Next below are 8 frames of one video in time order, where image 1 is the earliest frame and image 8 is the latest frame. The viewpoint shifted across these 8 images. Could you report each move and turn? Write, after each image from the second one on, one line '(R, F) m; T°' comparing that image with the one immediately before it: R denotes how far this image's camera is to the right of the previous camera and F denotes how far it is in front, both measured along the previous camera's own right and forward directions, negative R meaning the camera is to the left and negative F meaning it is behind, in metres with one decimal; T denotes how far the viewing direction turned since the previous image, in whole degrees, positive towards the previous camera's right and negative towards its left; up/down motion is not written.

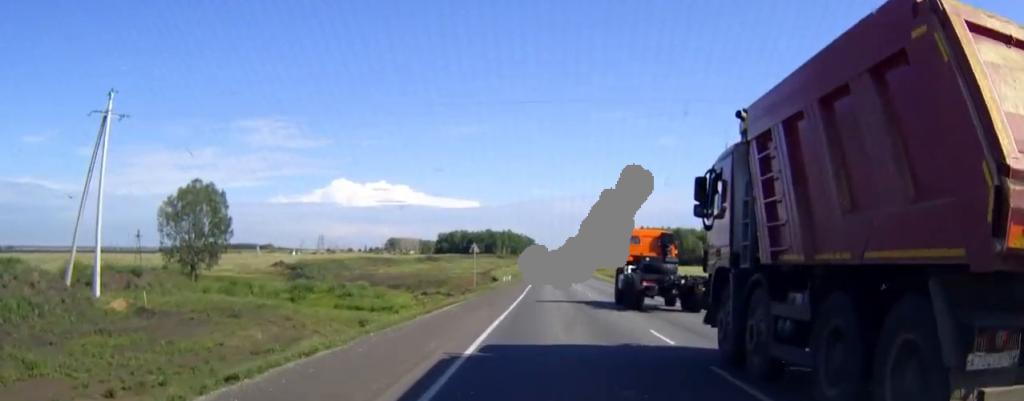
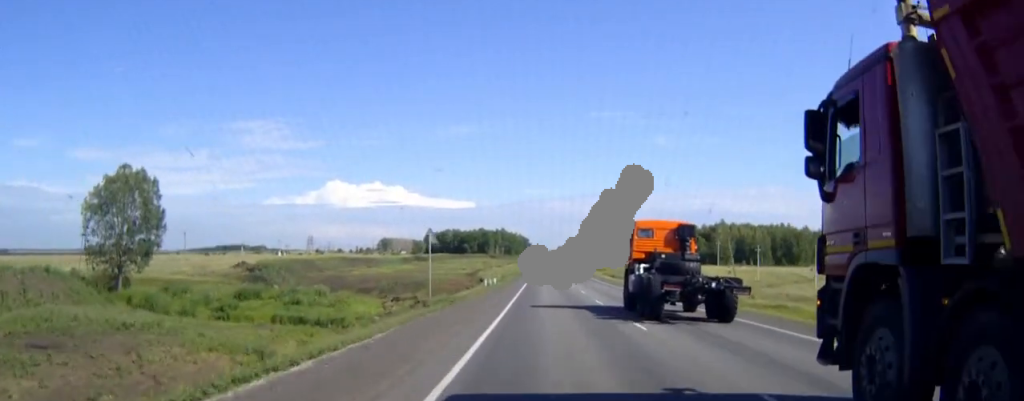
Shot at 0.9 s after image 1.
(+0.2, +20.3) m; +1°
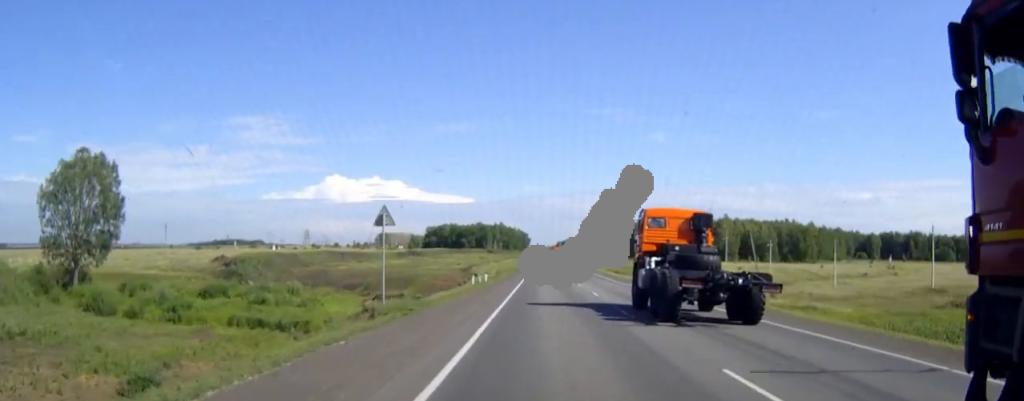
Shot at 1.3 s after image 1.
(0.0, +10.4) m; 0°
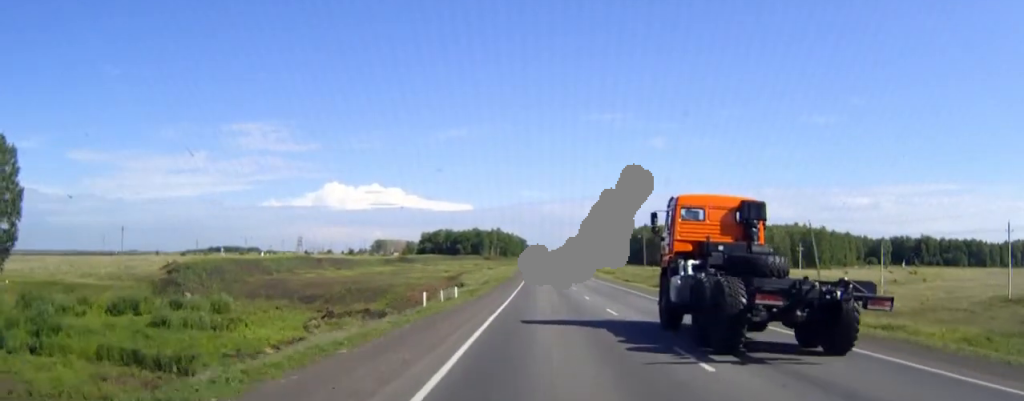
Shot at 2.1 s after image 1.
(0.0, +20.4) m; 0°
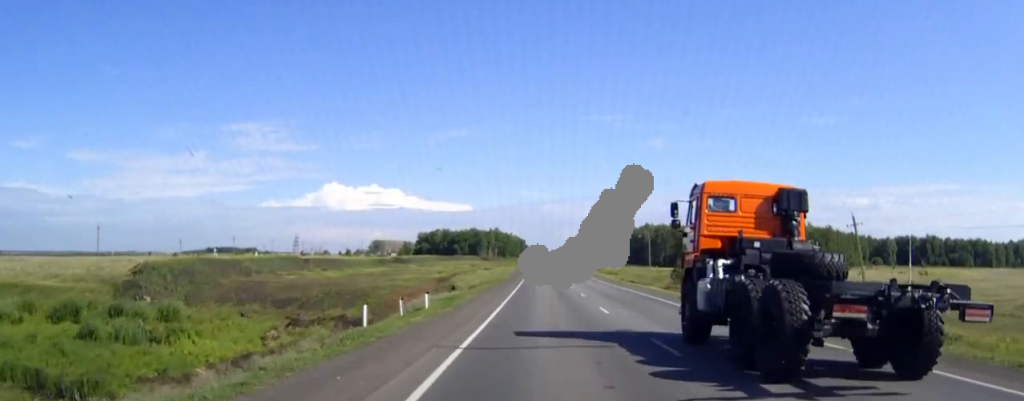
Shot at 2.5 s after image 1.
(0.0, +9.9) m; 0°
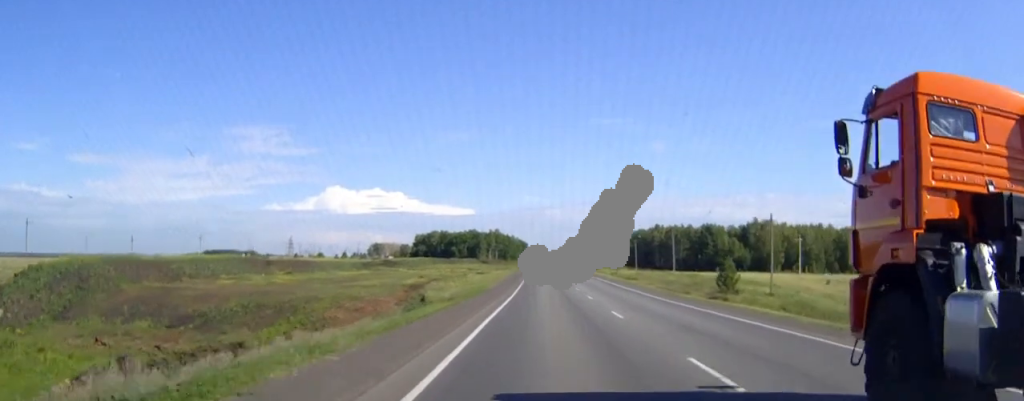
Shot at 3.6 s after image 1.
(+0.1, +27.1) m; 0°
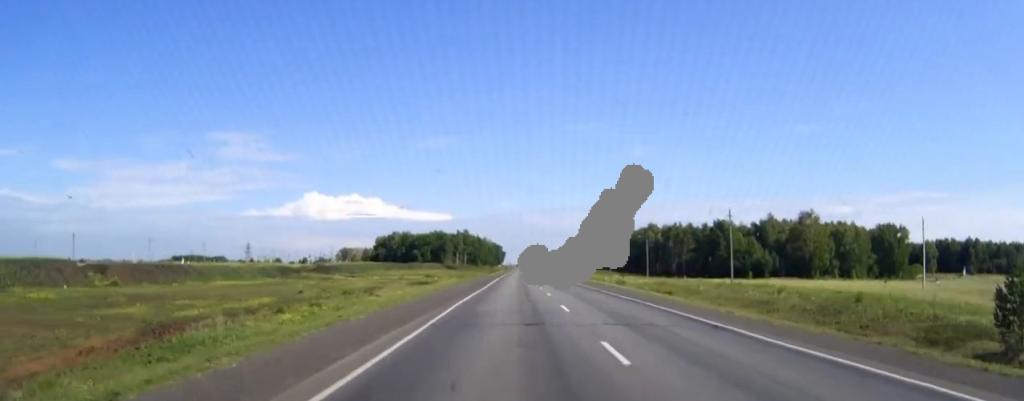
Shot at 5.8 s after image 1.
(+0.5, +57.4) m; +1°
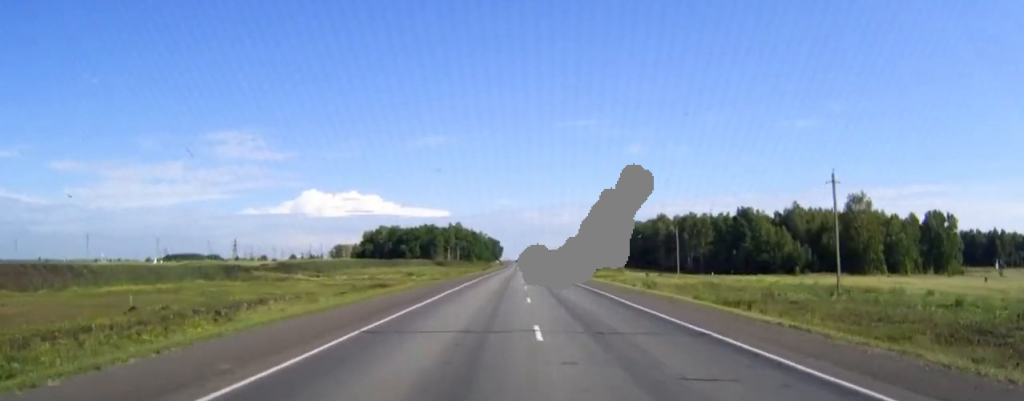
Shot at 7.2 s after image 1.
(+0.2, +33.1) m; 0°
